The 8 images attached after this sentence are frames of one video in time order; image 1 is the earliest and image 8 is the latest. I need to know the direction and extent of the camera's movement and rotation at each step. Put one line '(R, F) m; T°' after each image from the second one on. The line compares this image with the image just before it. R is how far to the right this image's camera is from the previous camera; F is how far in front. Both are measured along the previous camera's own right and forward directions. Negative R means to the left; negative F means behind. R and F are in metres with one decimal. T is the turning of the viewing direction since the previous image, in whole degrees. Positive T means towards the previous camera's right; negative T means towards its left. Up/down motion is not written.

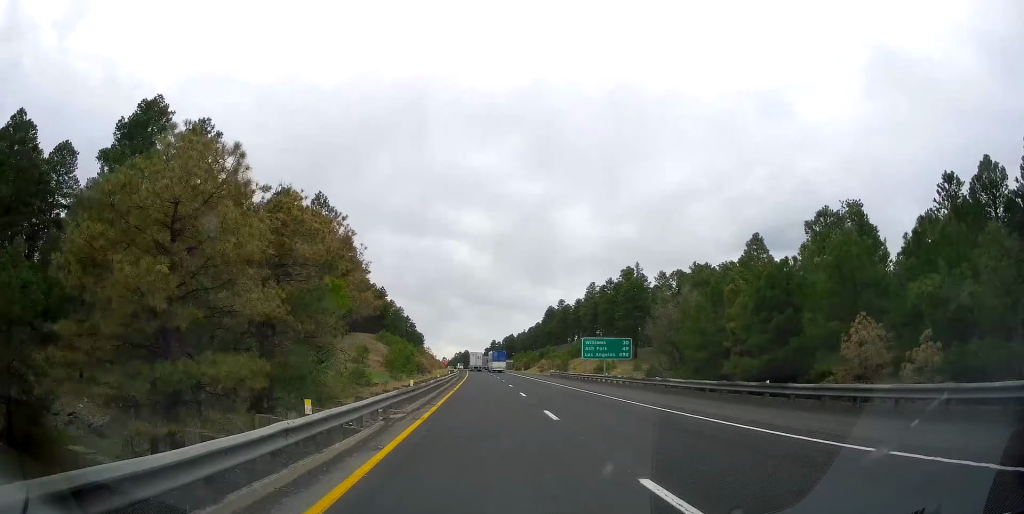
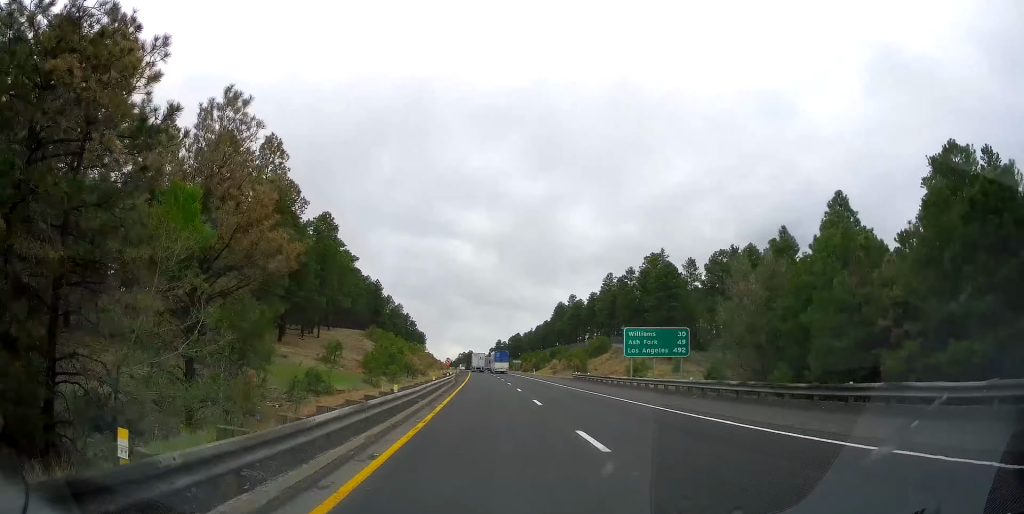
(+0.1, +18.4) m; -1°
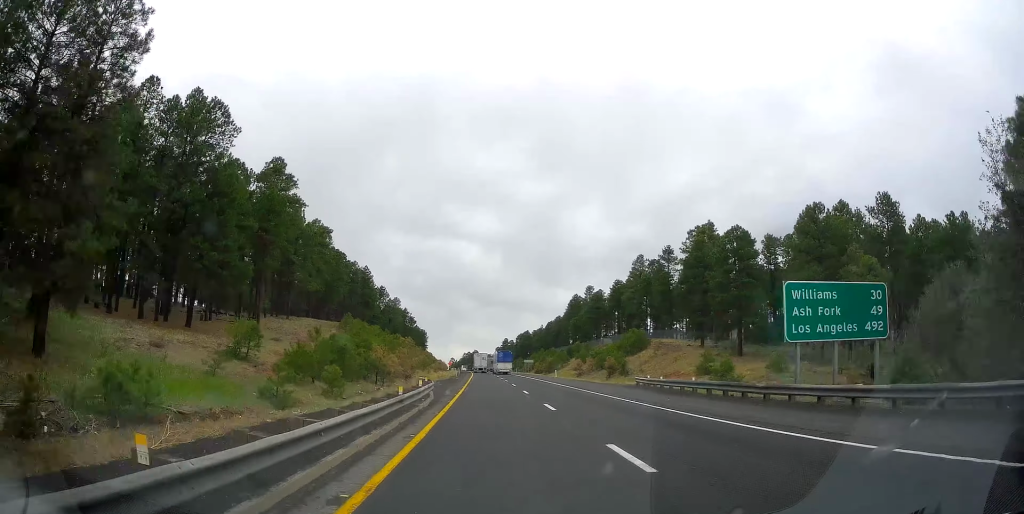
(-0.8, +26.5) m; -1°
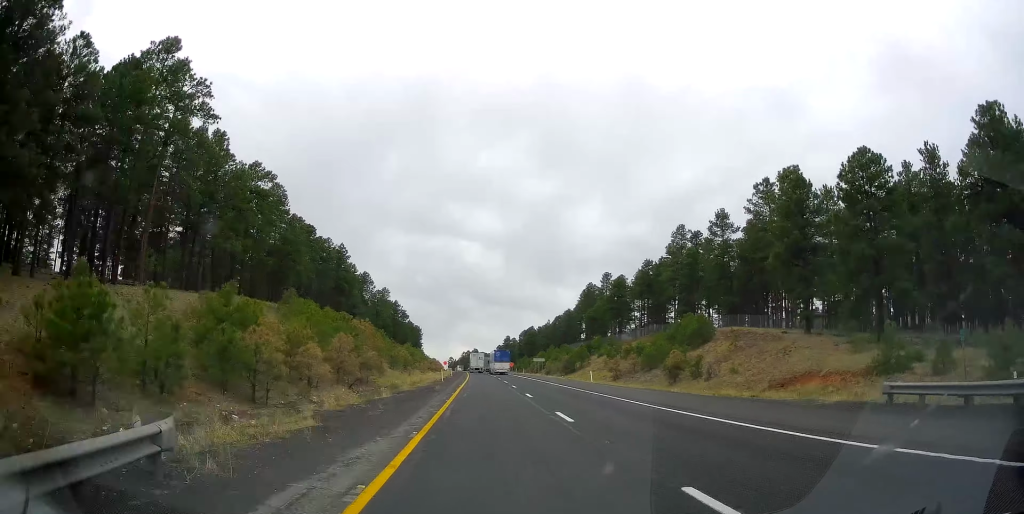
(+0.4, +28.5) m; 0°
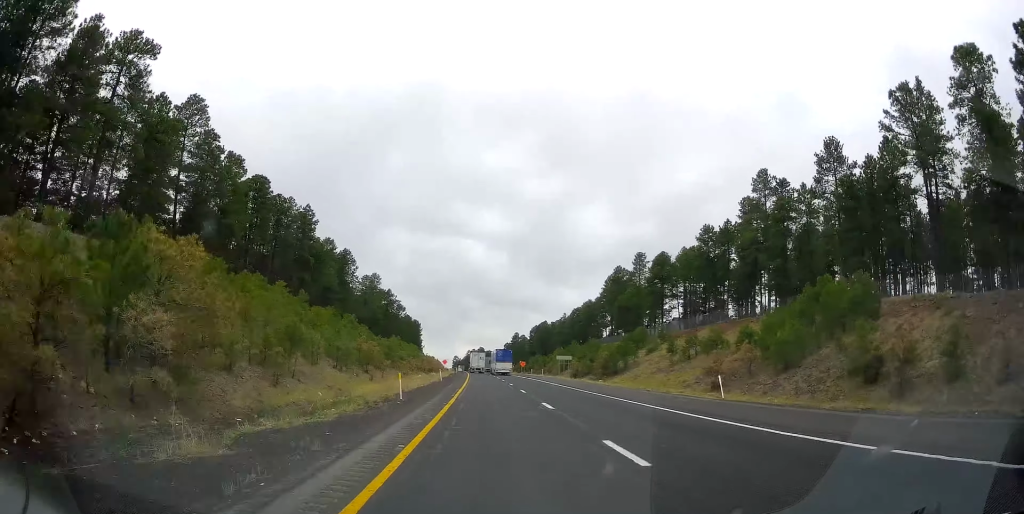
(-0.5, +31.6) m; -1°
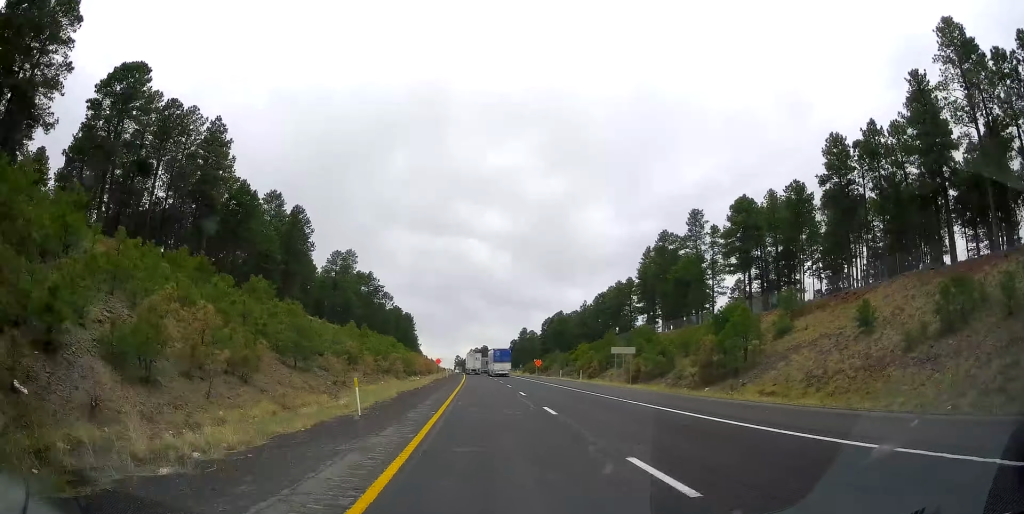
(-0.1, +38.8) m; 0°
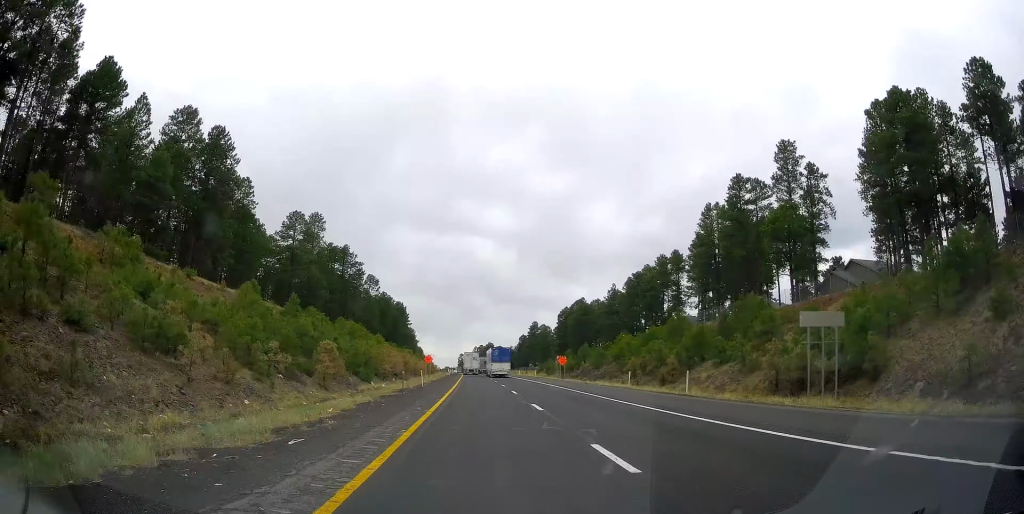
(+0.1, +34.6) m; 0°
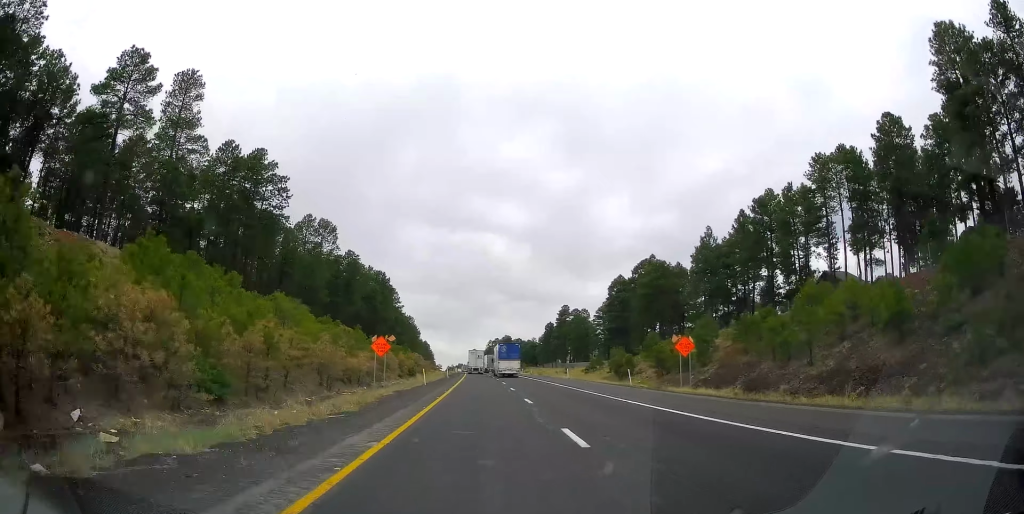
(-0.7, +58.3) m; -1°
